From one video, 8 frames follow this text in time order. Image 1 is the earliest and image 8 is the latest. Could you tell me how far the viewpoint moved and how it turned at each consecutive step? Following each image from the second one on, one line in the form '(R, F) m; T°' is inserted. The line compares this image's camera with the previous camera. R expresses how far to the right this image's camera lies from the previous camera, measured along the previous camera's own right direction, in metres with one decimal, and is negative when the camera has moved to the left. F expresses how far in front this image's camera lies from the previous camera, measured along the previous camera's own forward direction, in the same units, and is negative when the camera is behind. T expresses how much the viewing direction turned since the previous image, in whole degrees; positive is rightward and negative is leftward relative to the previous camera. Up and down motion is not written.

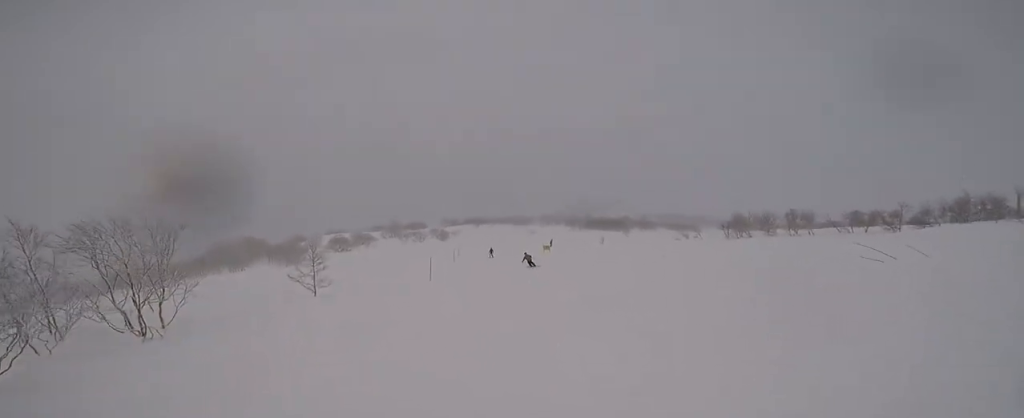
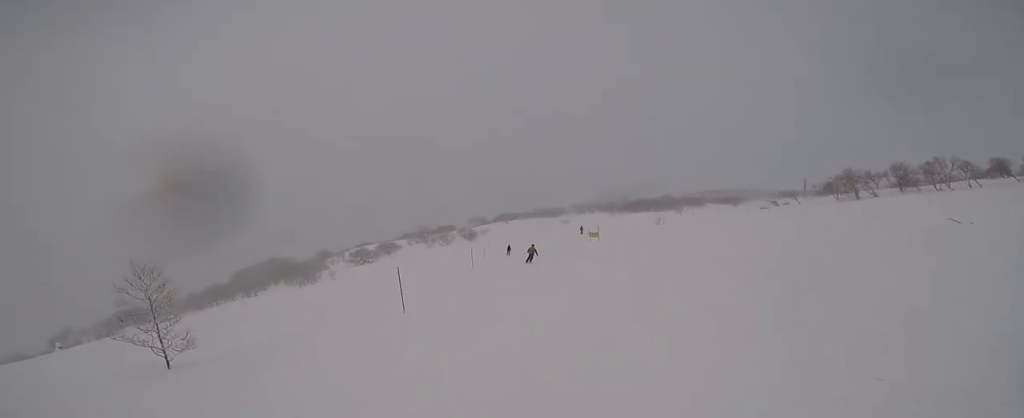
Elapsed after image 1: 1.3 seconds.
(-1.5, +10.1) m; -10°
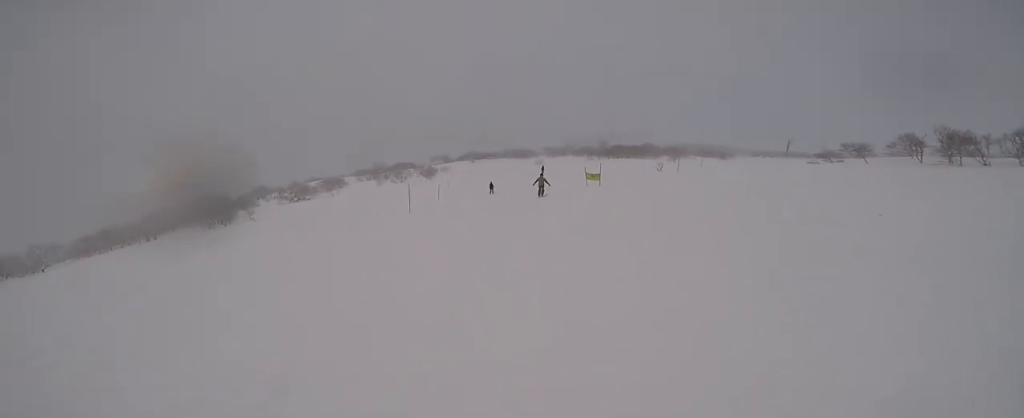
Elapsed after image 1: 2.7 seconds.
(+1.0, +10.5) m; +8°
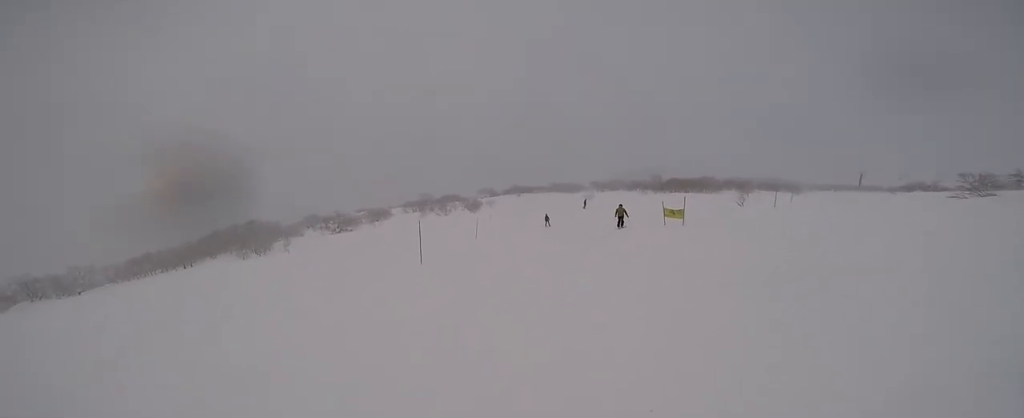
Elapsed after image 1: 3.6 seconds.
(-0.6, +6.5) m; -6°
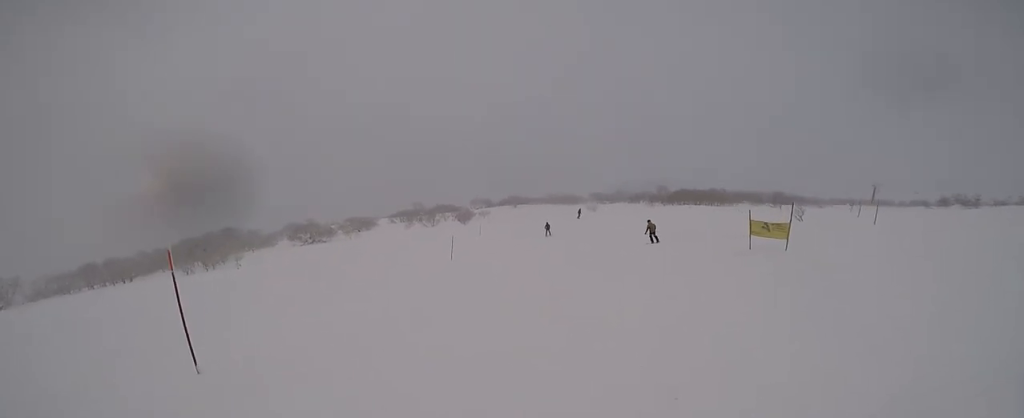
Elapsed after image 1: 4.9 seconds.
(-0.2, +9.3) m; +5°
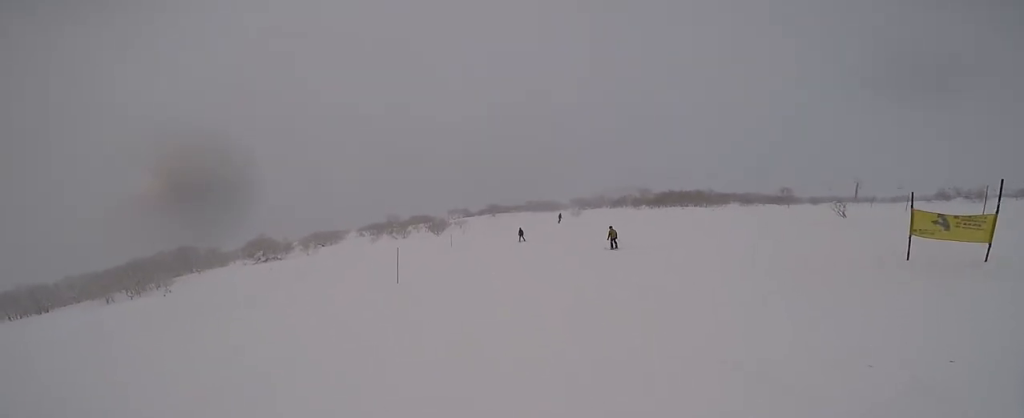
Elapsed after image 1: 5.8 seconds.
(+0.8, +6.9) m; +6°
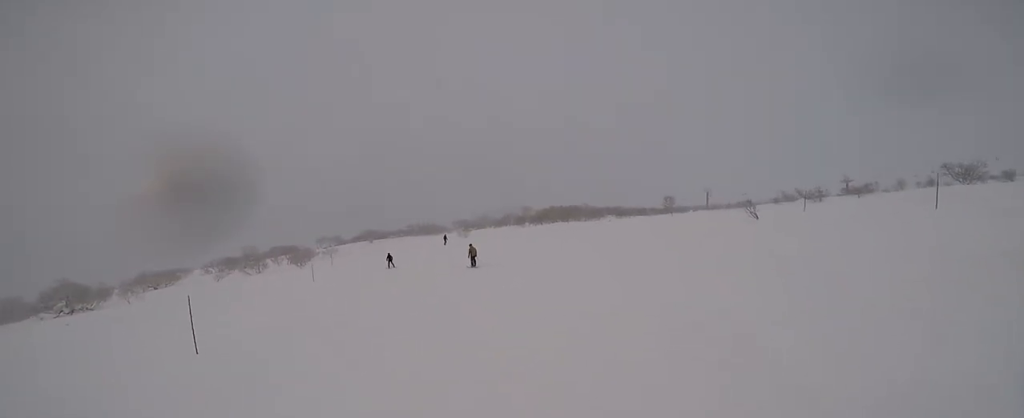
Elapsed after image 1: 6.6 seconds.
(+0.1, +5.6) m; -11°
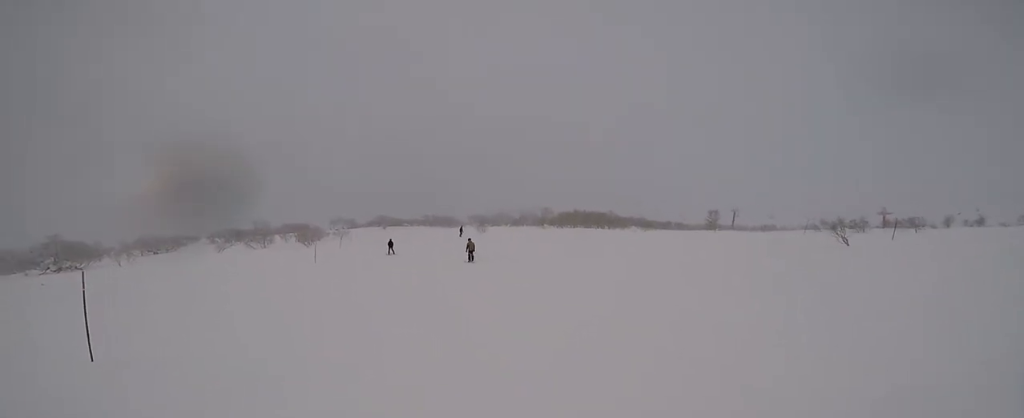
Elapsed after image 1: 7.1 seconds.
(-0.6, +3.9) m; -3°
